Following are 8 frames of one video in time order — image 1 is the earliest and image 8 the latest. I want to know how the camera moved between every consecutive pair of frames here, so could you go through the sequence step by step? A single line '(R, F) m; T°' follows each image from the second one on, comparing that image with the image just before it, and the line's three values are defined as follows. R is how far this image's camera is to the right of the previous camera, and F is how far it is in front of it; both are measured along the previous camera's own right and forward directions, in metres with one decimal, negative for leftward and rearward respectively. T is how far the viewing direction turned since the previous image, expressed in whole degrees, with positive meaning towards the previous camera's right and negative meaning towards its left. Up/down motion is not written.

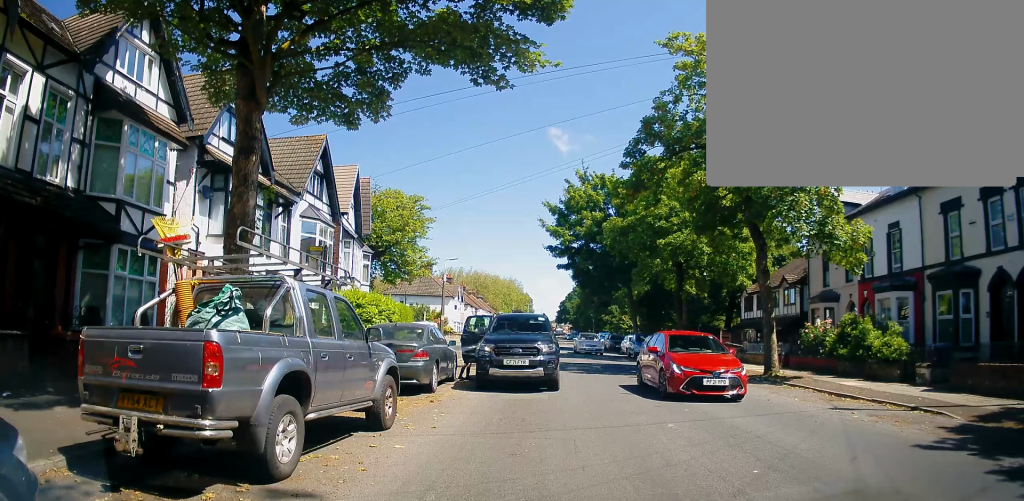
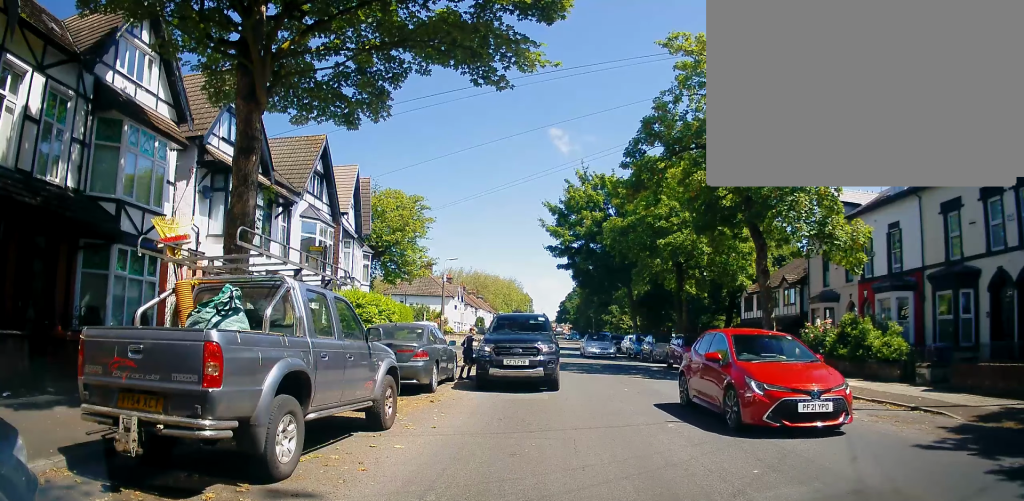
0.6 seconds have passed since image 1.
(0.0, 0.0) m; 0°
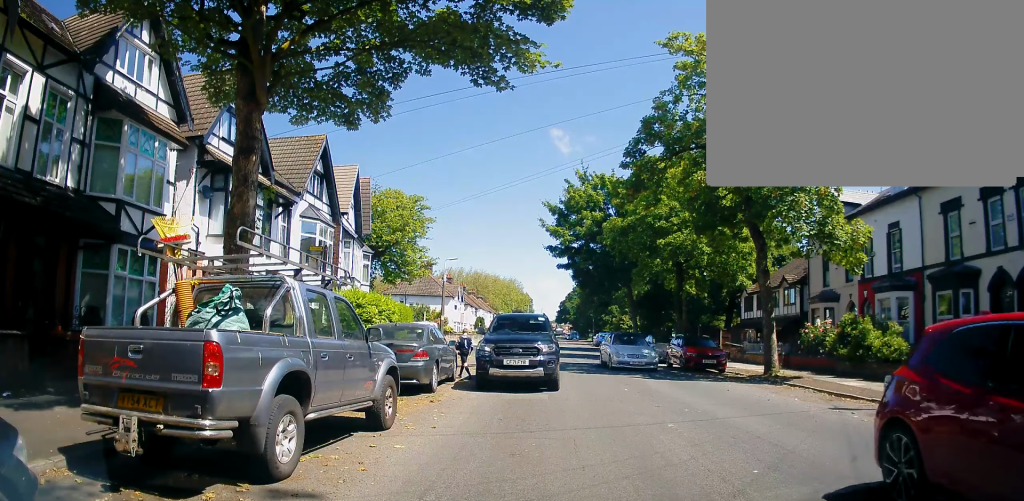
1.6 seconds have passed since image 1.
(0.0, 0.0) m; 0°
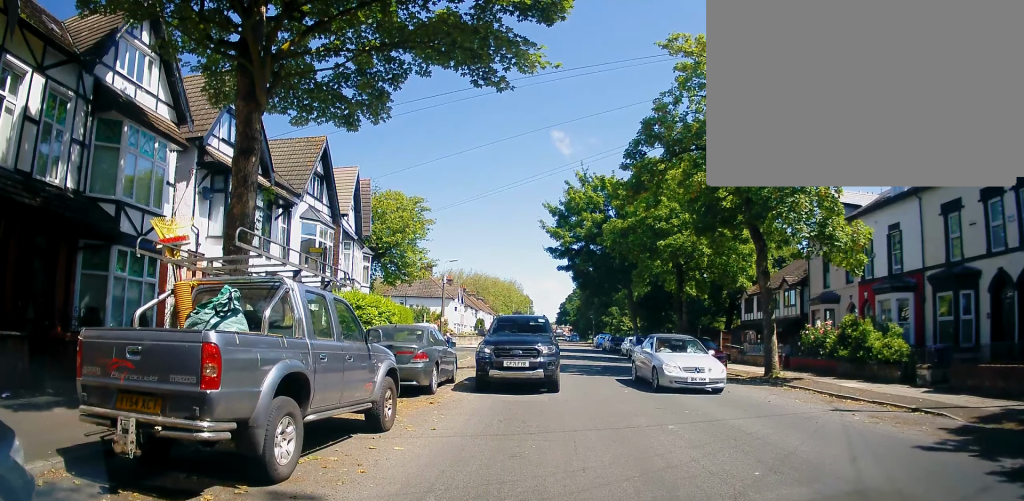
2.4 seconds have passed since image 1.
(0.0, 0.0) m; 0°
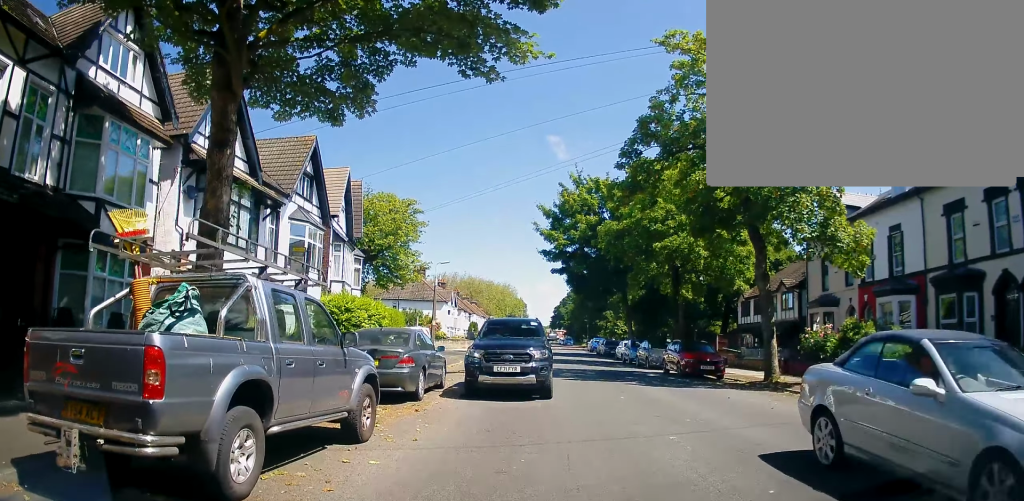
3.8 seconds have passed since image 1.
(+0.1, +0.1) m; 0°
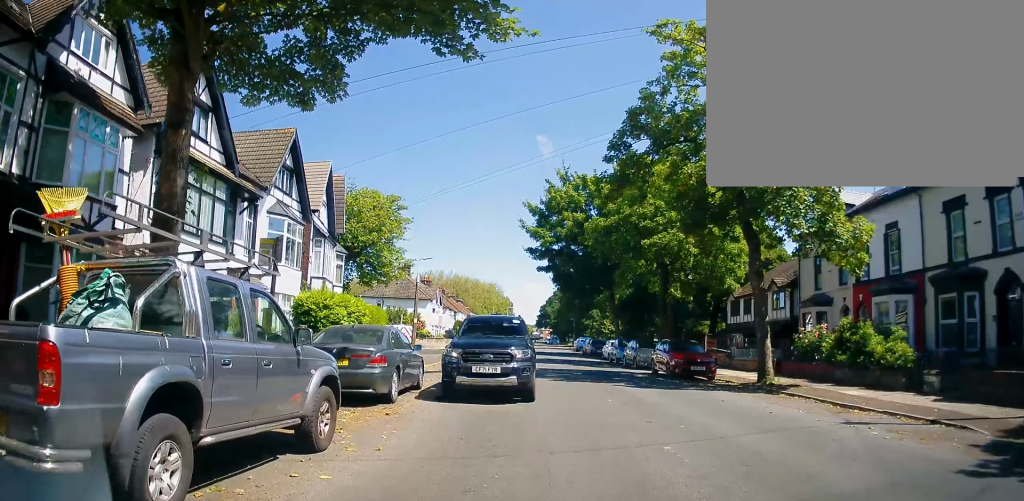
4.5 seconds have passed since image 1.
(+0.2, +0.3) m; 0°
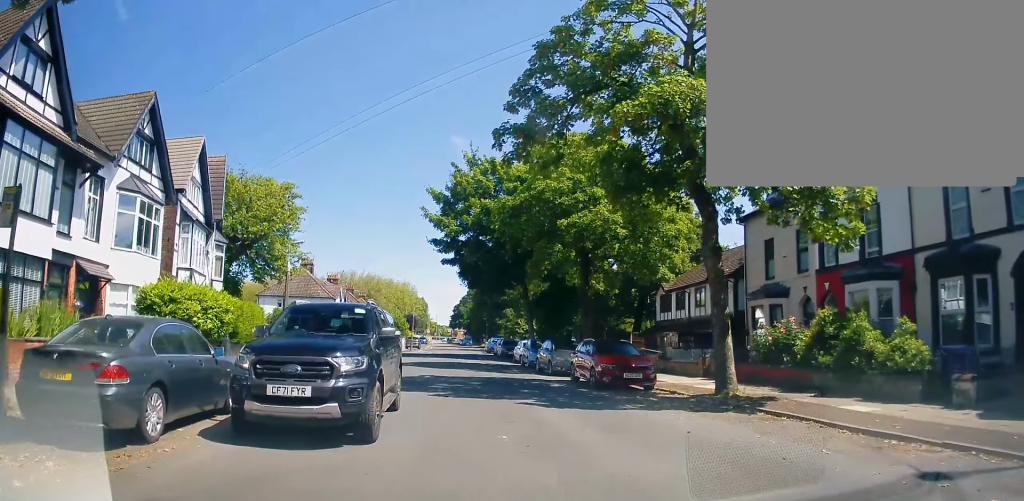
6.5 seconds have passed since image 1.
(-0.2, +3.6) m; +1°
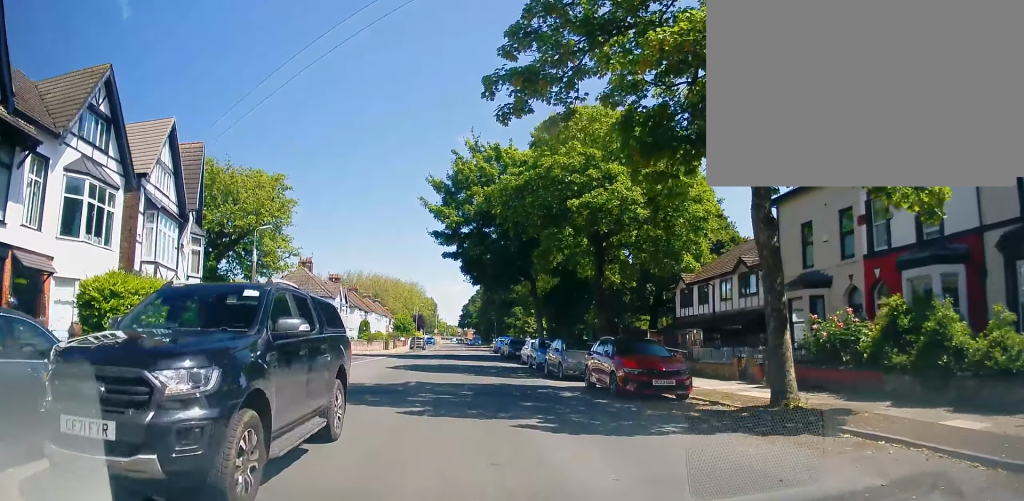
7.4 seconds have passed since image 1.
(-0.2, +2.9) m; -1°
